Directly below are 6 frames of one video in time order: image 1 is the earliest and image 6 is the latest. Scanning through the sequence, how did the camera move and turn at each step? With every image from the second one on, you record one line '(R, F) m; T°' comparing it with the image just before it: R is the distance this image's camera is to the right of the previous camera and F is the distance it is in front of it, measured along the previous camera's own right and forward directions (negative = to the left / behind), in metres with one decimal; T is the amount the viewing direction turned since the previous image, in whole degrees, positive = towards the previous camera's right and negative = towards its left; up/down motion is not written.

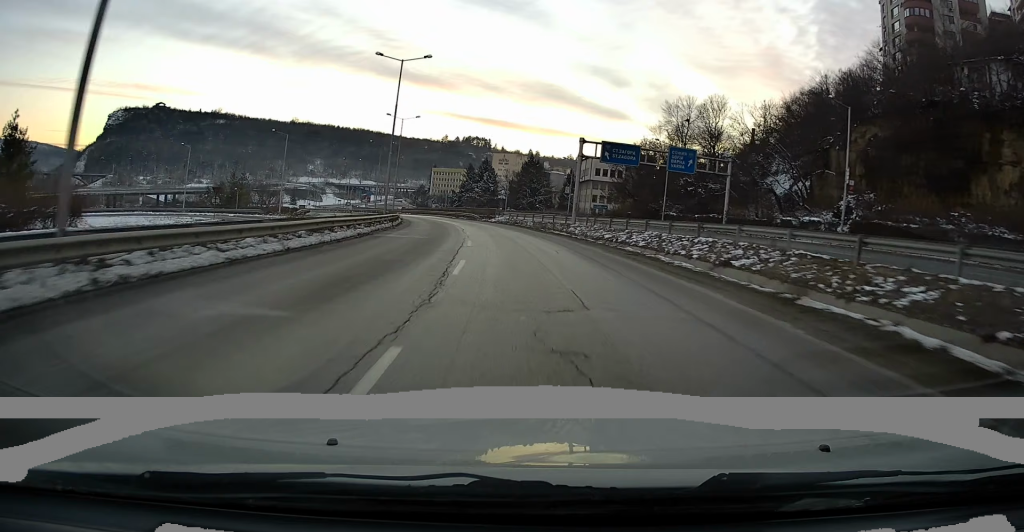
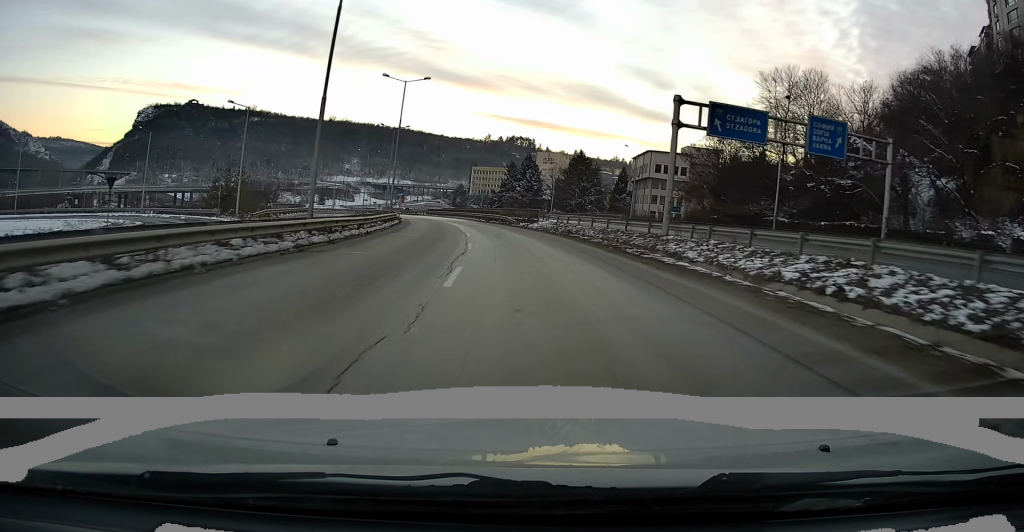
(-0.6, +20.1) m; -3°
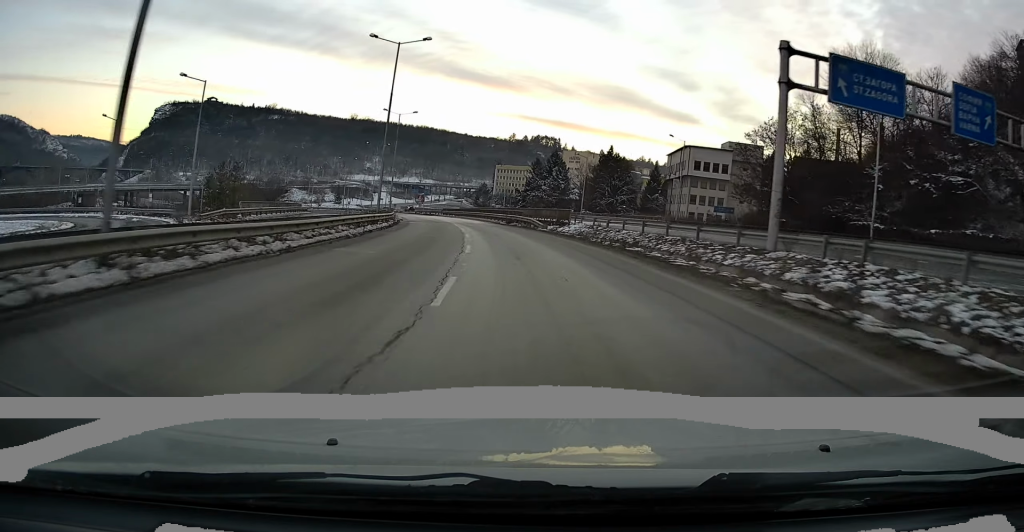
(-0.2, +11.0) m; -2°
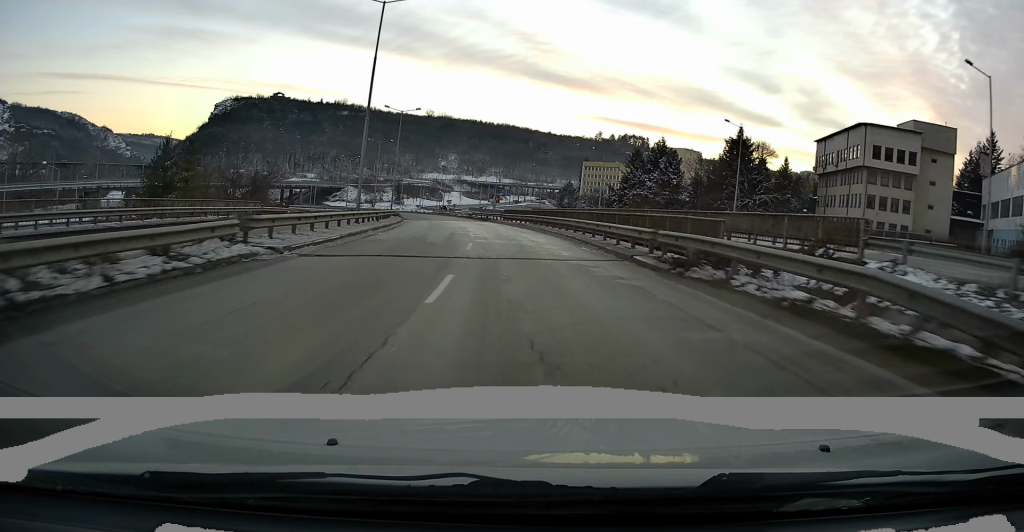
(-2.4, +36.3) m; -9°
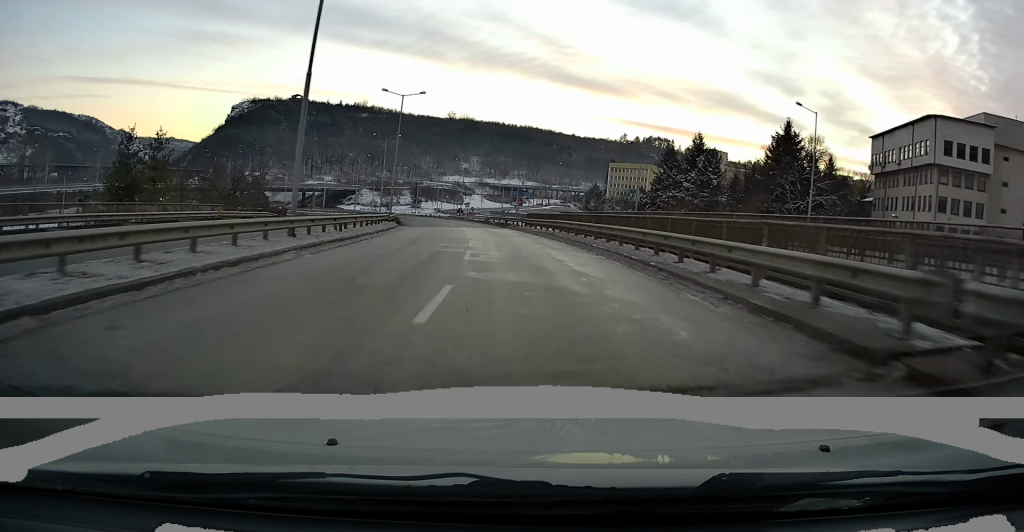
(-0.2, +10.7) m; -3°
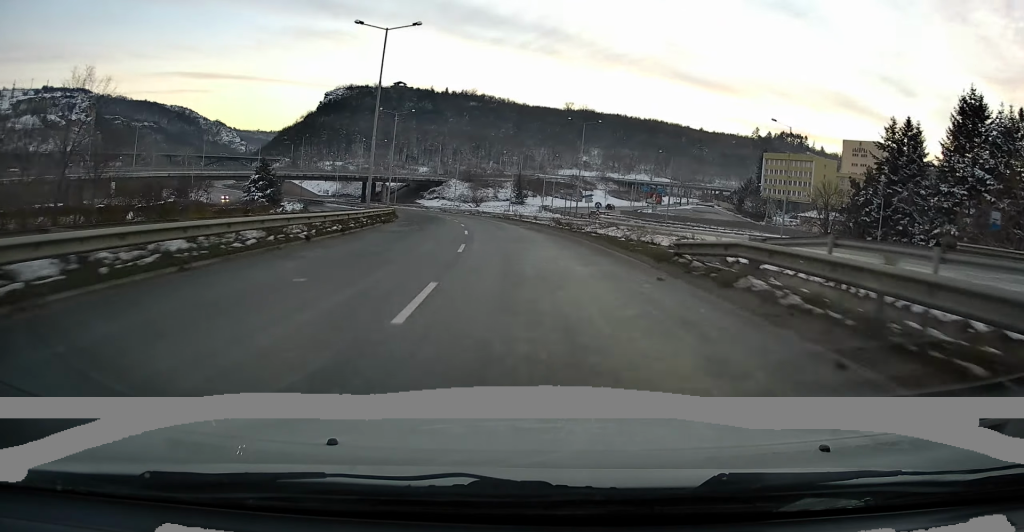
(-4.4, +50.0) m; -10°
